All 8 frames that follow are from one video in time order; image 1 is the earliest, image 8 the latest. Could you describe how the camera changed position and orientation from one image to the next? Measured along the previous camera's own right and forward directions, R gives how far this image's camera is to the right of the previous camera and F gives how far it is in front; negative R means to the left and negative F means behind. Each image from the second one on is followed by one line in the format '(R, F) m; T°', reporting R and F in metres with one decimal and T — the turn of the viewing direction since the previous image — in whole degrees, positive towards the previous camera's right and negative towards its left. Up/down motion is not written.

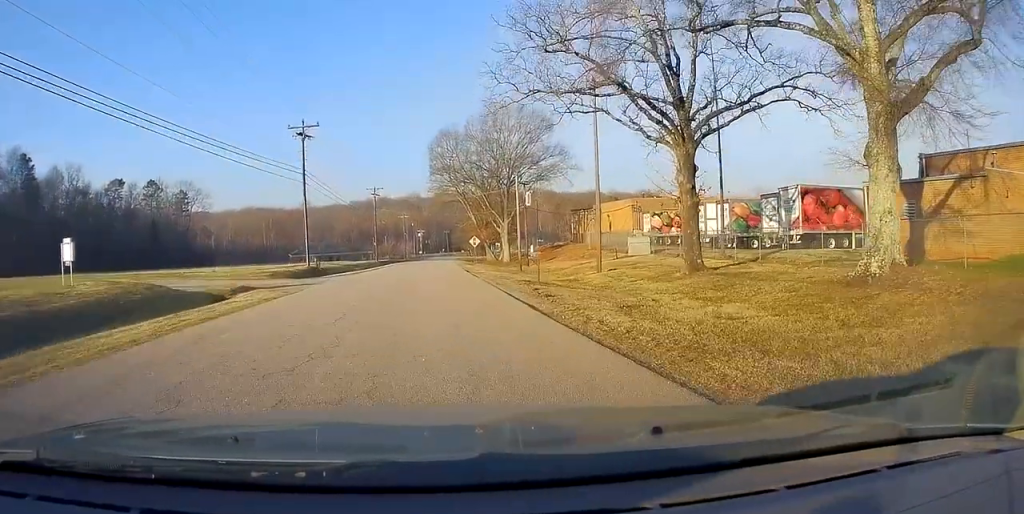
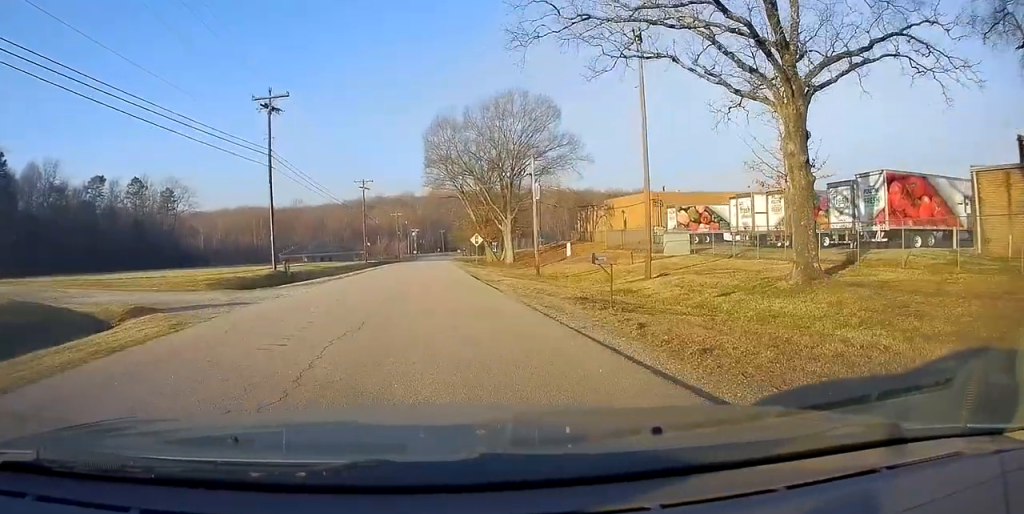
(0.0, +8.9) m; +1°
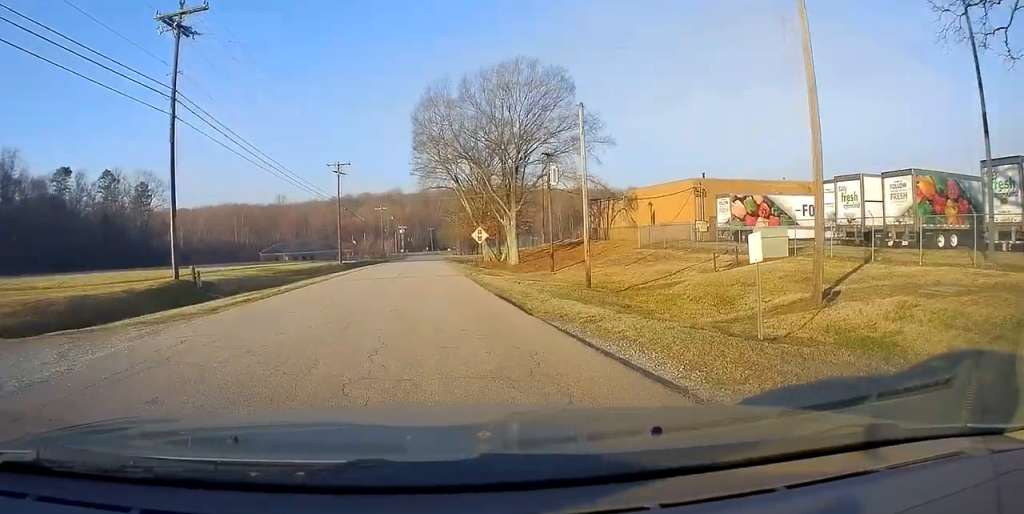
(+0.2, +13.4) m; +1°
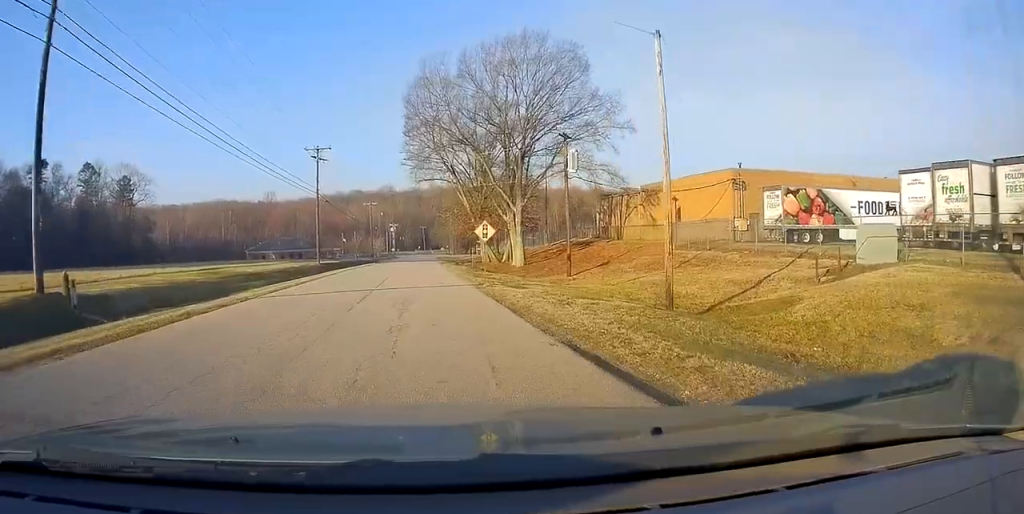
(0.0, +8.6) m; 0°
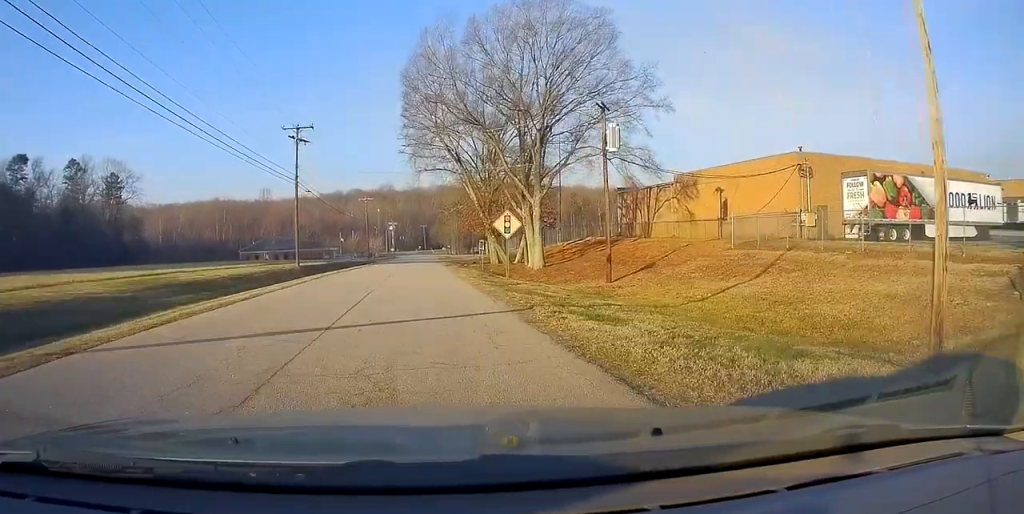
(0.0, +9.1) m; 0°
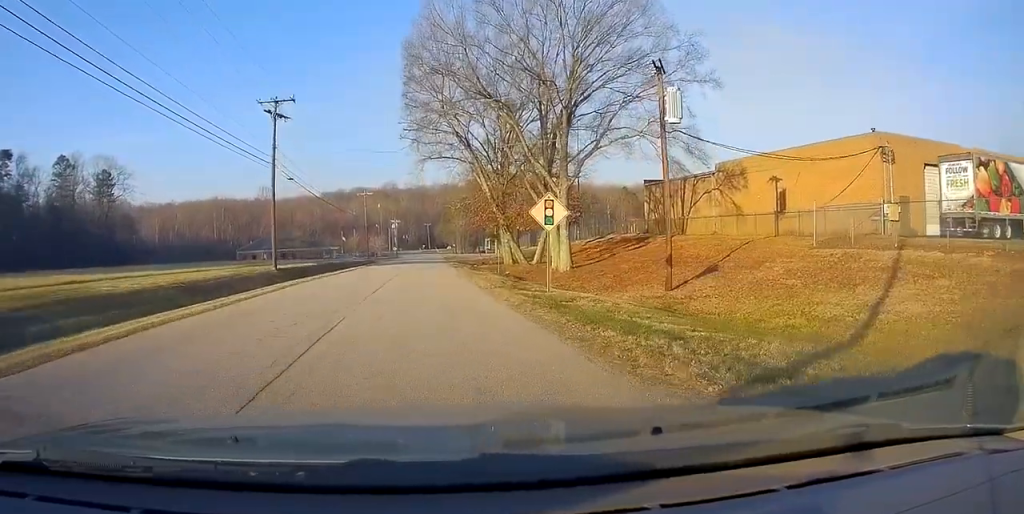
(0.0, +7.9) m; +2°
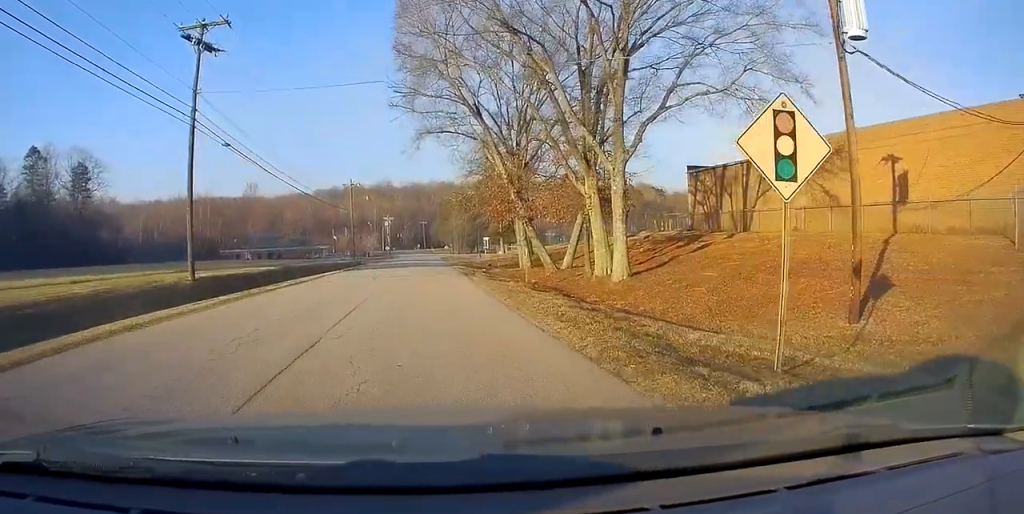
(+0.3, +12.7) m; 0°
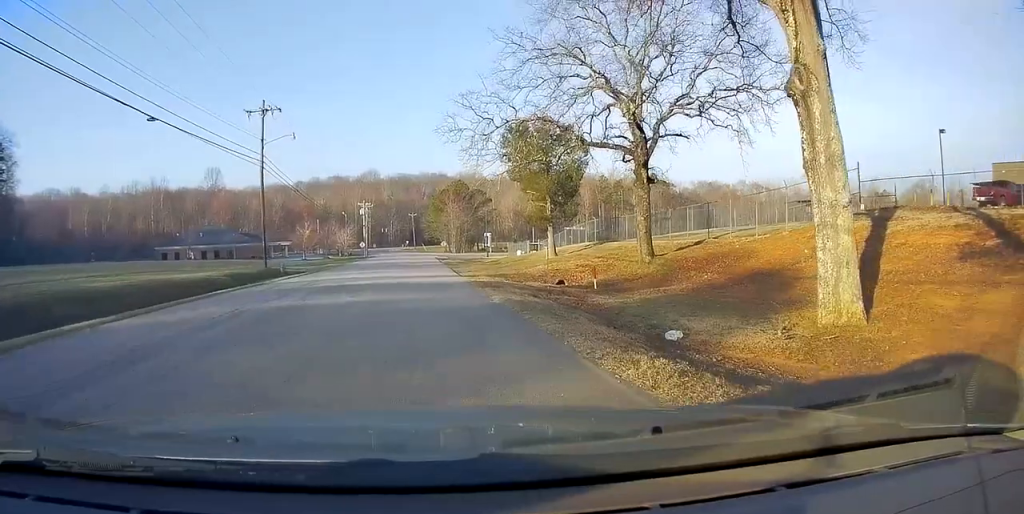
(-0.6, +40.4) m; 0°
